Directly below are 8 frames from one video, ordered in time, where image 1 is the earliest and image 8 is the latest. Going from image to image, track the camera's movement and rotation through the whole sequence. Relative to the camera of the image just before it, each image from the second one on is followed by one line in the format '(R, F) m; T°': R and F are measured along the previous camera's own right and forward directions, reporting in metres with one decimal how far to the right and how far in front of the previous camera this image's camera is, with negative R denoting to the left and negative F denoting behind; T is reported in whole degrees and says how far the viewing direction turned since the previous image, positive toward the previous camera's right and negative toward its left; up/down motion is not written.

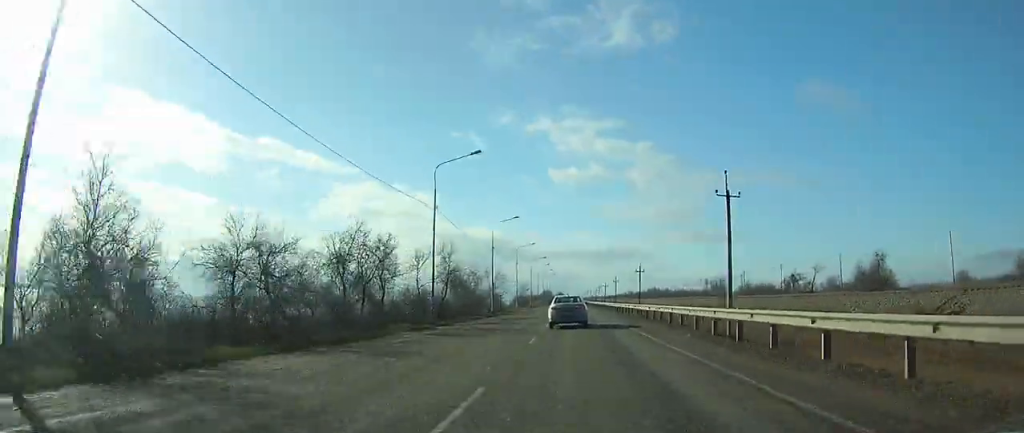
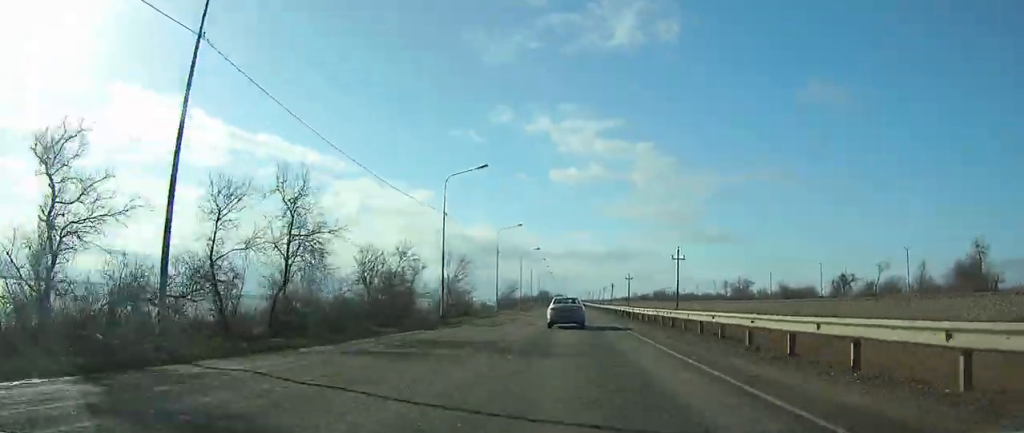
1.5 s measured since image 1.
(+0.1, +28.9) m; 0°
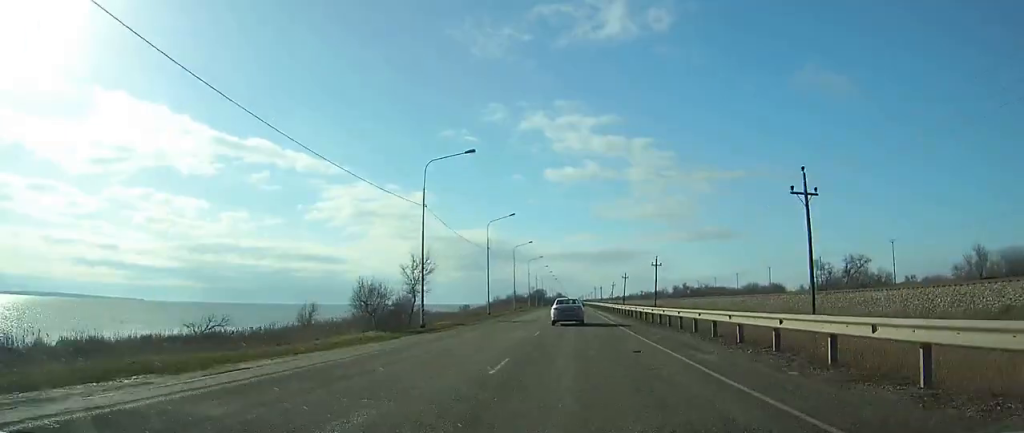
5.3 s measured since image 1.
(0.0, +74.6) m; 0°
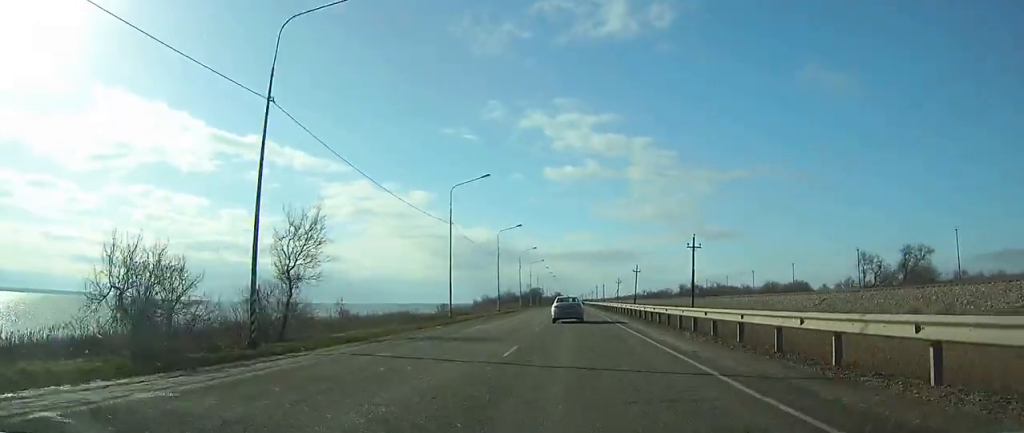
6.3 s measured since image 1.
(0.0, +21.2) m; 0°
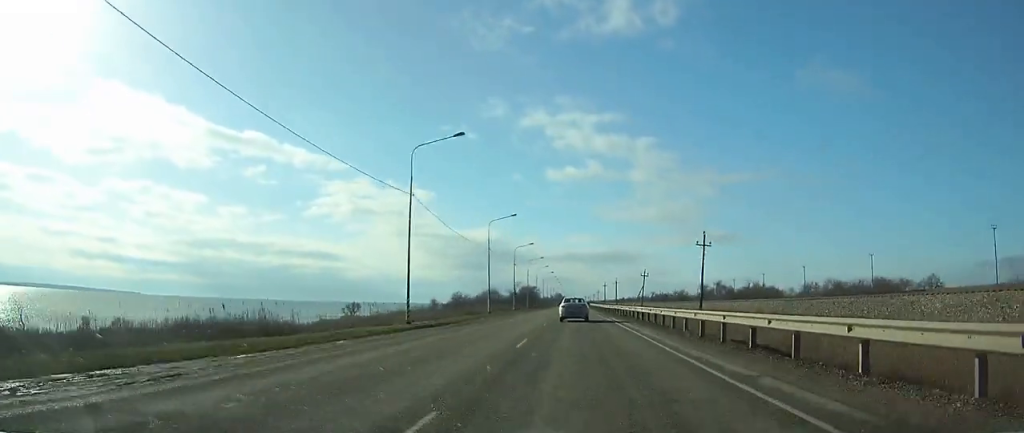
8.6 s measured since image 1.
(0.0, +46.1) m; 0°
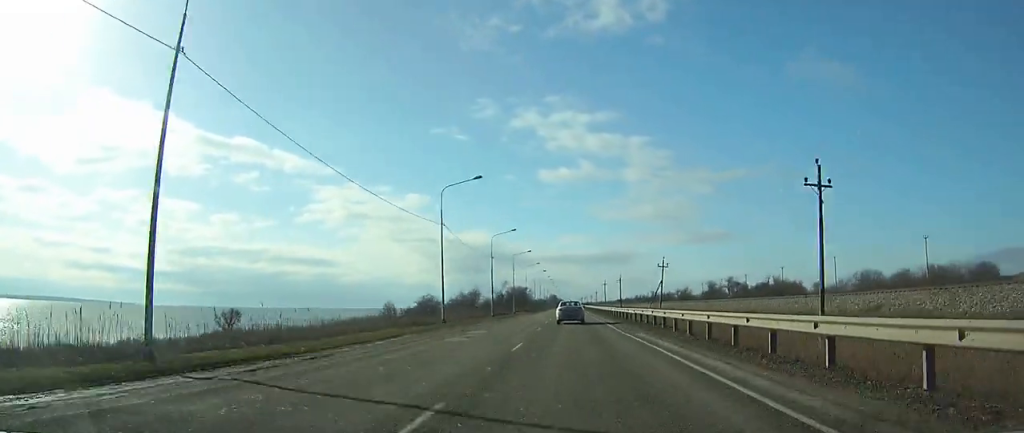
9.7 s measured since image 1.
(0.0, +23.6) m; 0°
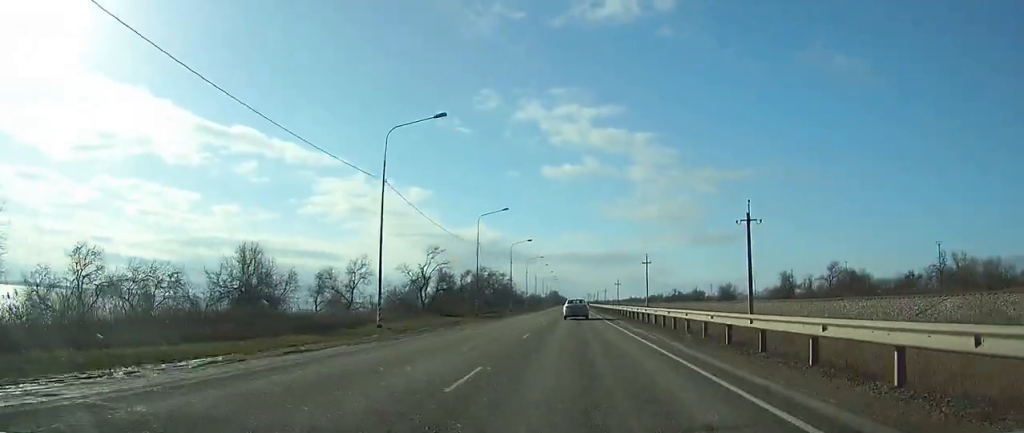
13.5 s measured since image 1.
(-0.3, +81.0) m; 0°
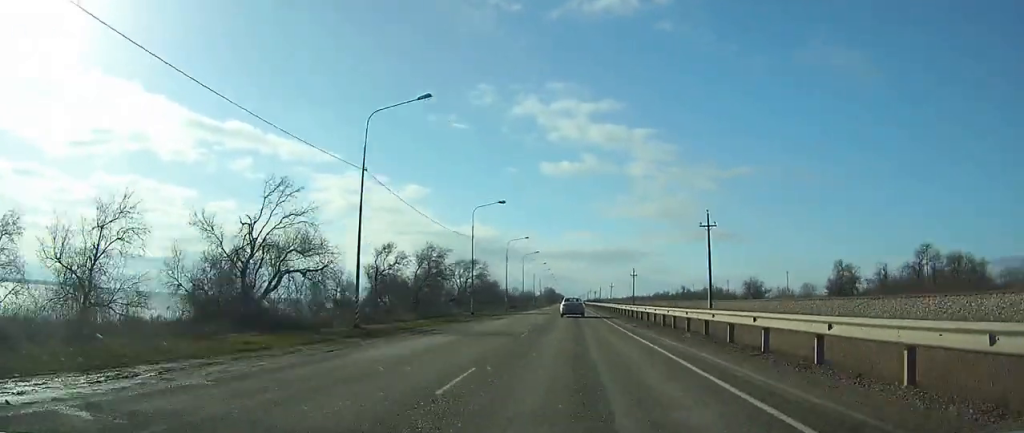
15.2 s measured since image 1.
(+0.1, +36.2) m; 0°
